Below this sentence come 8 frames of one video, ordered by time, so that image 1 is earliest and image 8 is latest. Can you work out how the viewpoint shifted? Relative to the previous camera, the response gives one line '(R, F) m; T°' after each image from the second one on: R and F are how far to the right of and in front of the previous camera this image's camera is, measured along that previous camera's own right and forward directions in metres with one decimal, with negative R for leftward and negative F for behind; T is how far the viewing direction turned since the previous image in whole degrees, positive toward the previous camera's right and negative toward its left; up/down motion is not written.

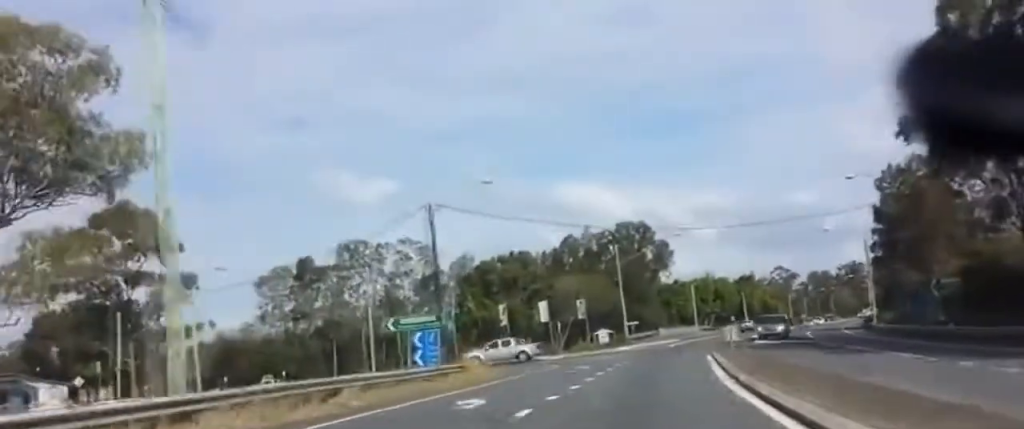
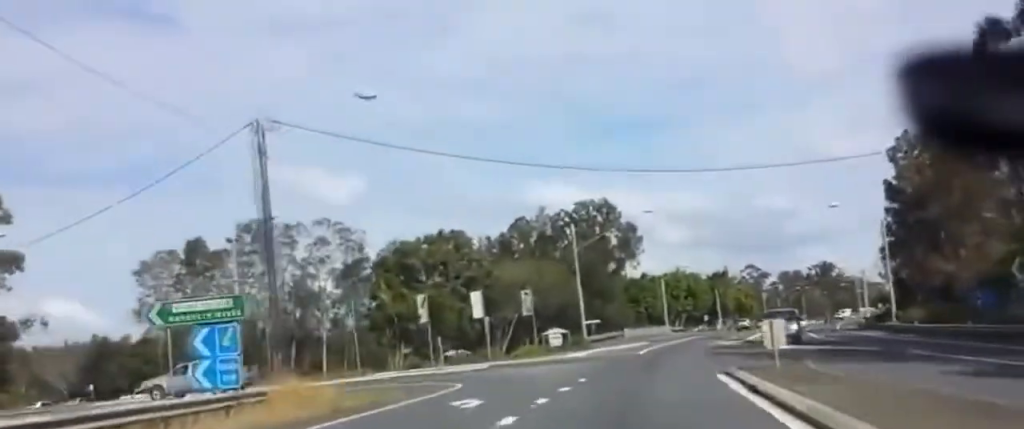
(+0.3, +21.3) m; +7°
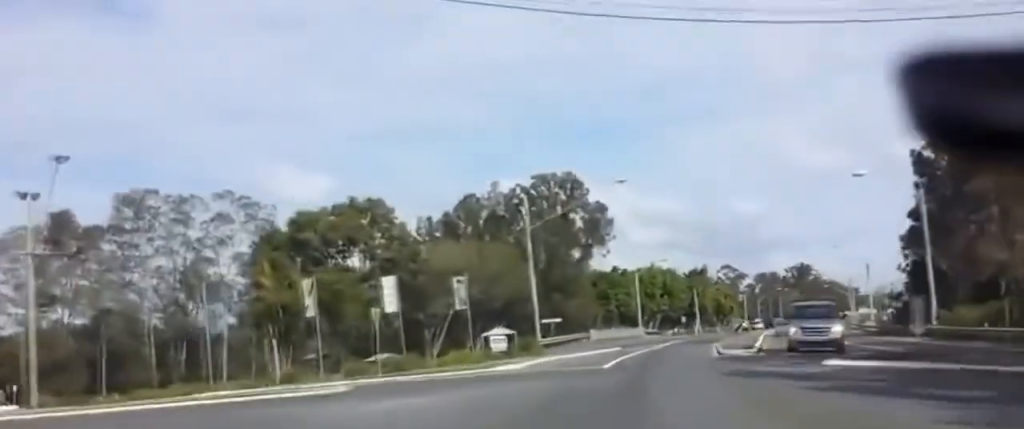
(+1.7, +18.4) m; +1°
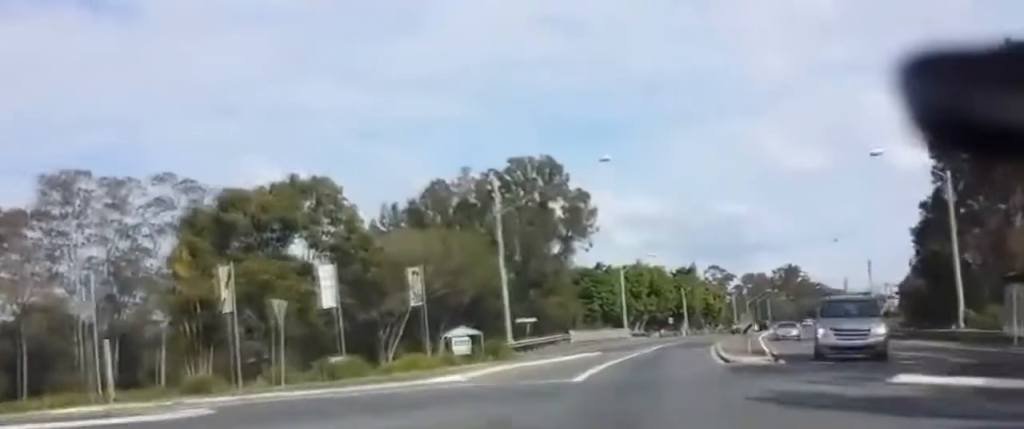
(-0.6, +8.2) m; -2°
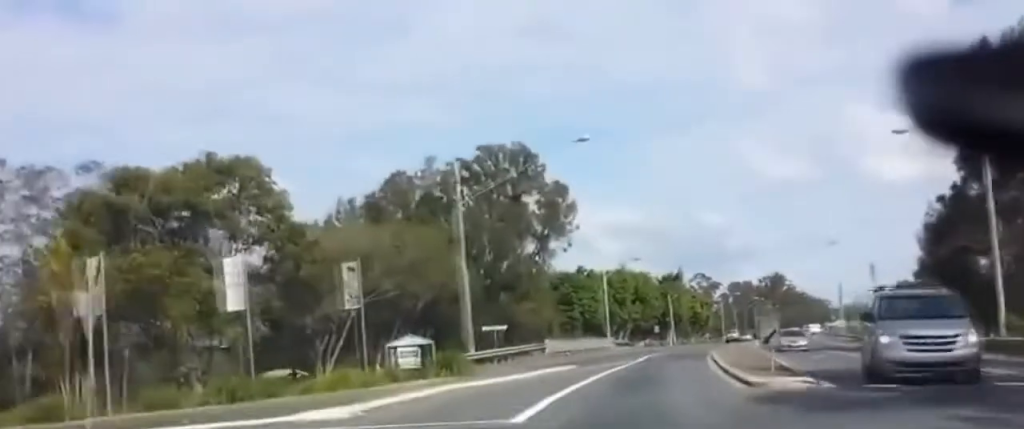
(-0.3, +8.8) m; -2°
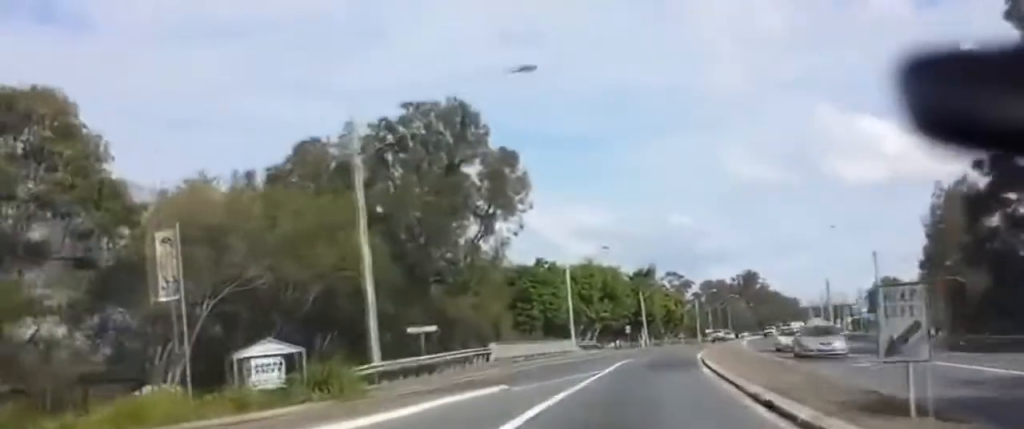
(0.0, +13.7) m; +2°
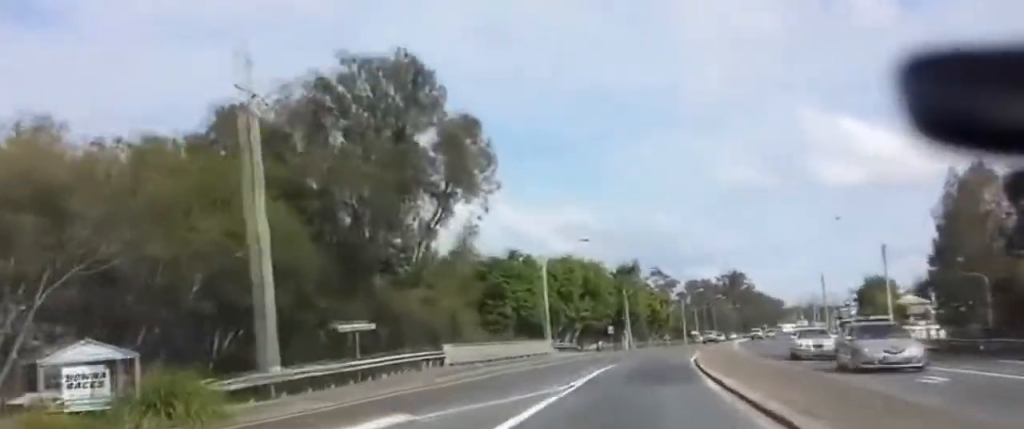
(+0.2, +9.0) m; +2°
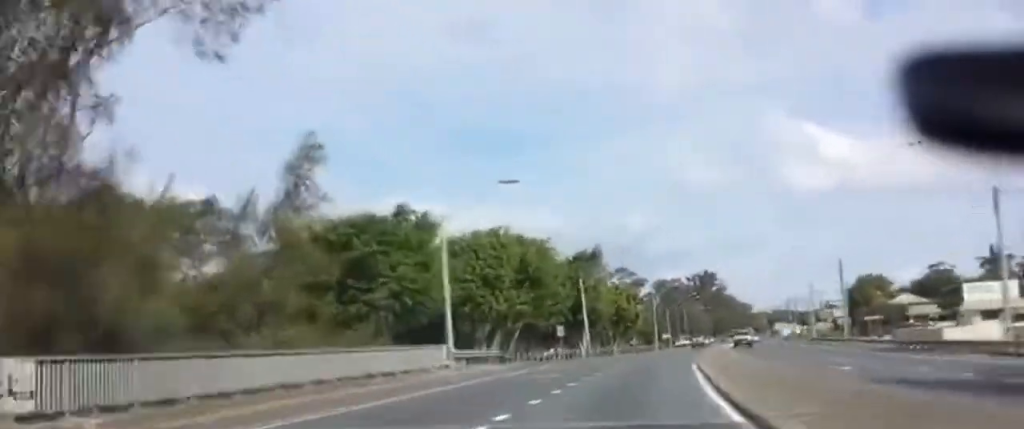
(+1.6, +30.4) m; +6°
